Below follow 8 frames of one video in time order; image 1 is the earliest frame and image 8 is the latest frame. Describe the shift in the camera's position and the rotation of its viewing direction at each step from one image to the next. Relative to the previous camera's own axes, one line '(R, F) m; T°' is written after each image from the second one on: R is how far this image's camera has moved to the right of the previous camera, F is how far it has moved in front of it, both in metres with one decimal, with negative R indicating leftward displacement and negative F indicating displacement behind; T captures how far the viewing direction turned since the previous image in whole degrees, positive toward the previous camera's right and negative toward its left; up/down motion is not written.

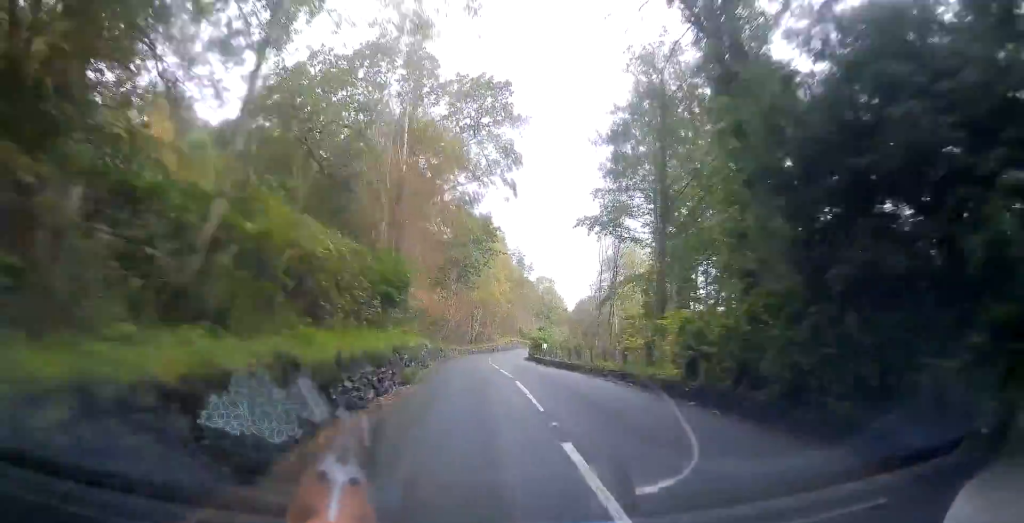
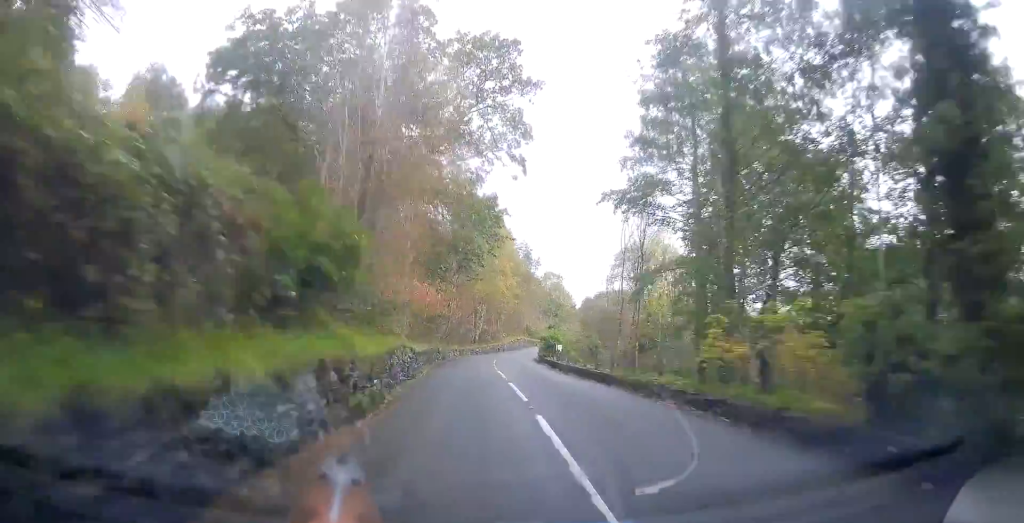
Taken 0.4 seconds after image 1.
(+0.1, +6.3) m; 0°
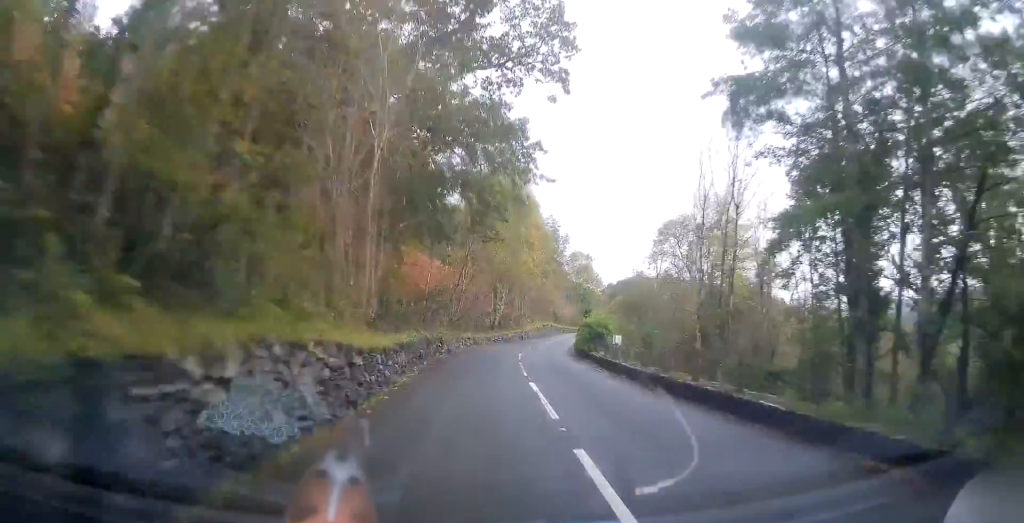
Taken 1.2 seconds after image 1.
(+0.1, +12.1) m; 0°
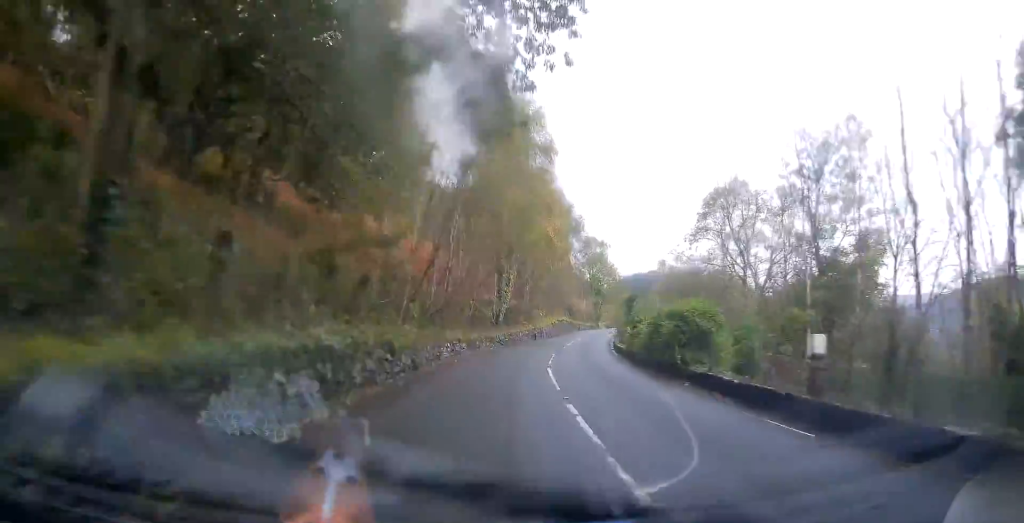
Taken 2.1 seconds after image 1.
(-0.2, +15.4) m; +1°
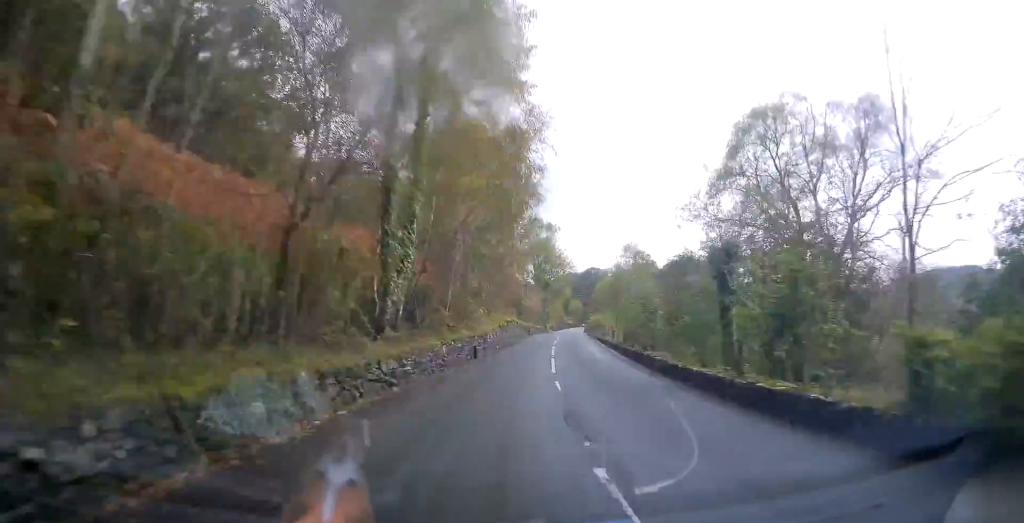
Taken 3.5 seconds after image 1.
(+1.3, +23.1) m; +5°
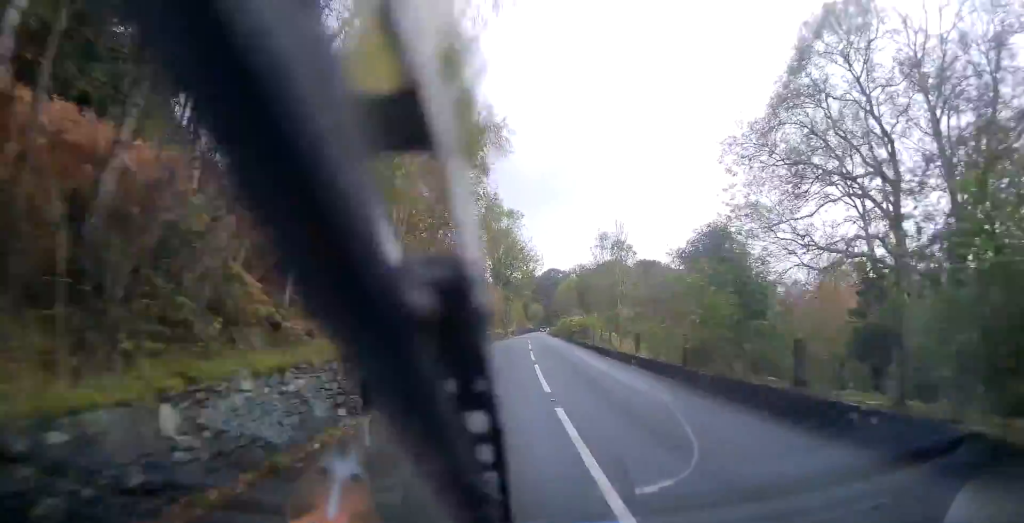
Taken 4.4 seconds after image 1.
(+0.3, +14.4) m; +3°
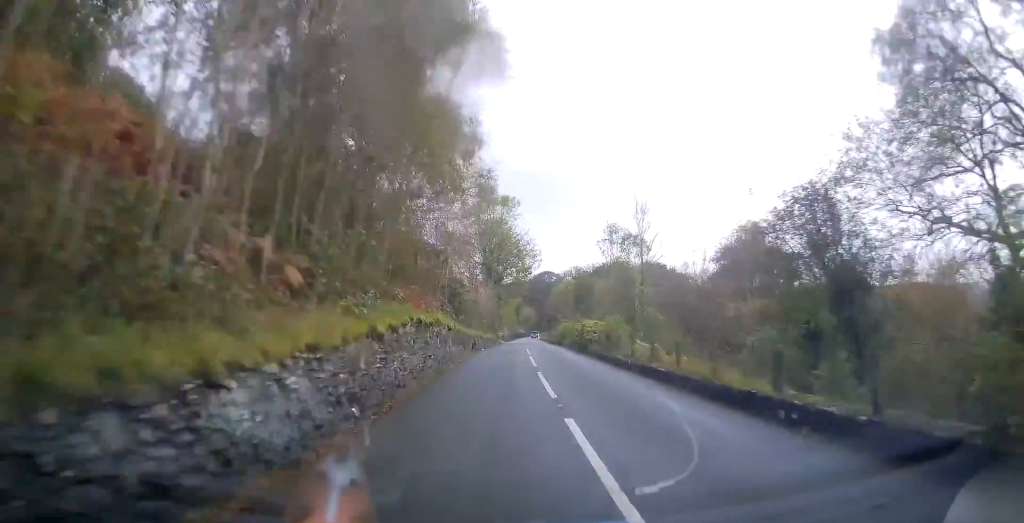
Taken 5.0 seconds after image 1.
(-0.1, +10.6) m; +2°
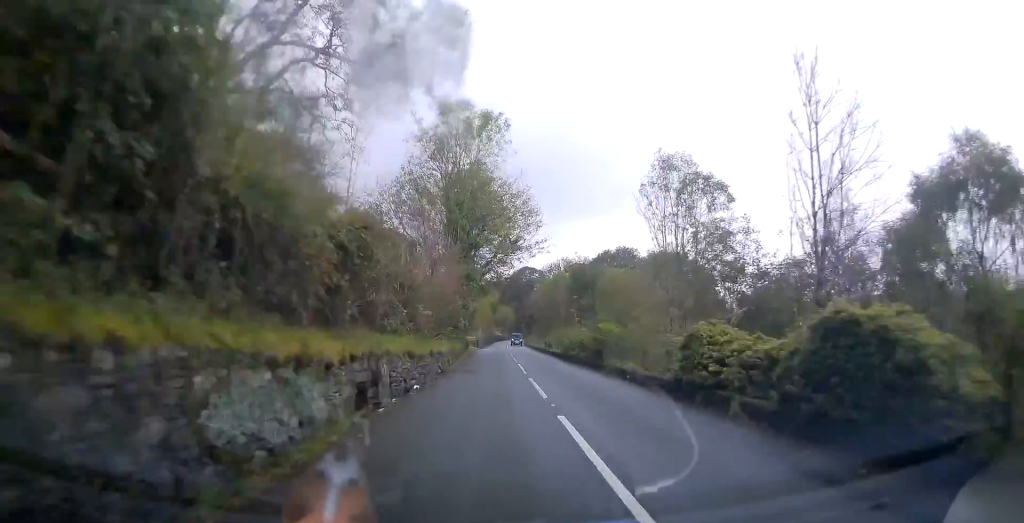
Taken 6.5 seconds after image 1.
(+1.5, +27.3) m; +3°
